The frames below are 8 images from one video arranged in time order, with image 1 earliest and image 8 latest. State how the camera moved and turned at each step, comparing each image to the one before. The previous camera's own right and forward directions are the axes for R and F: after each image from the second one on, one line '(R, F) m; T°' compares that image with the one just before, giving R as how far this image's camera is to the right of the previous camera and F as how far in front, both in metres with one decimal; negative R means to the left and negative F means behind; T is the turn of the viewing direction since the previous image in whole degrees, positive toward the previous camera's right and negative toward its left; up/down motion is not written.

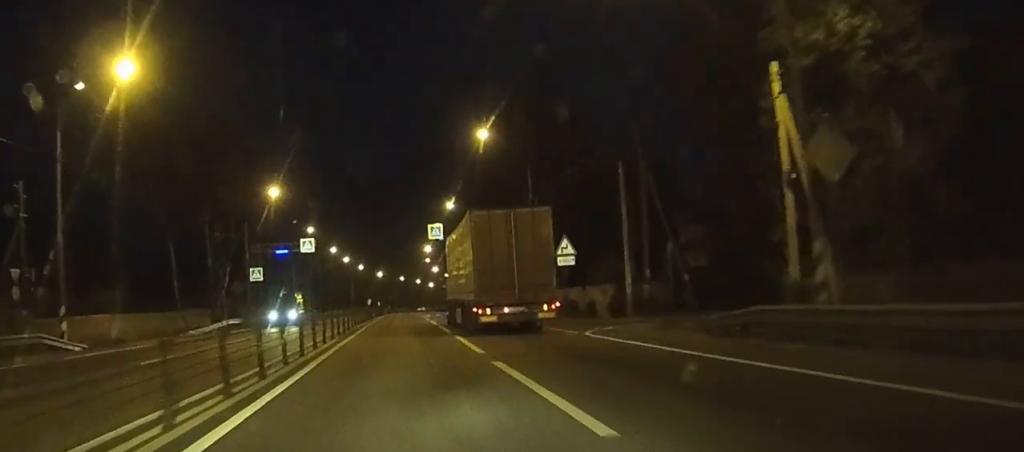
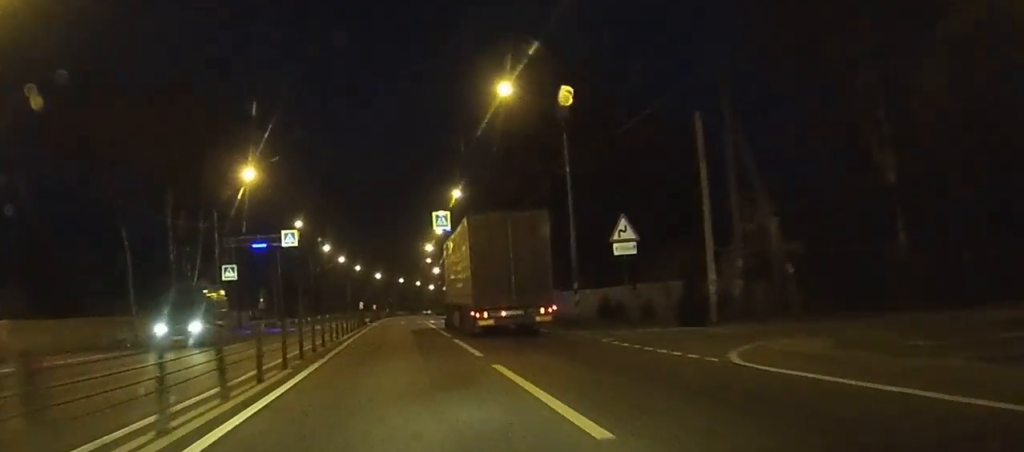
(0.0, +12.2) m; 0°
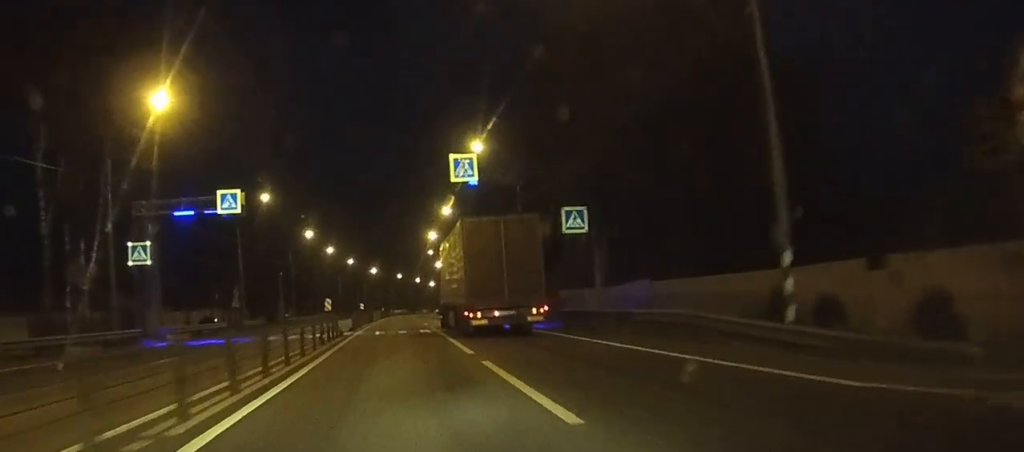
(+0.1, +23.0) m; +1°
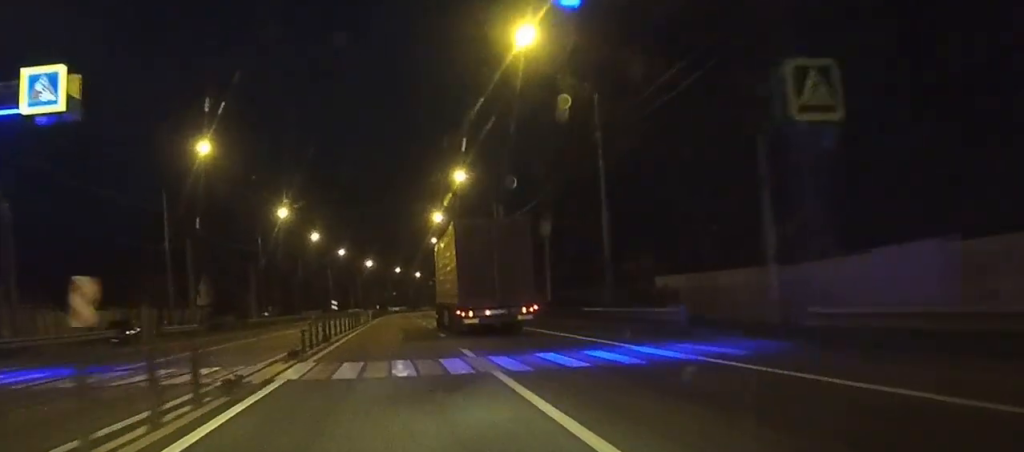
(+0.2, +22.6) m; +1°
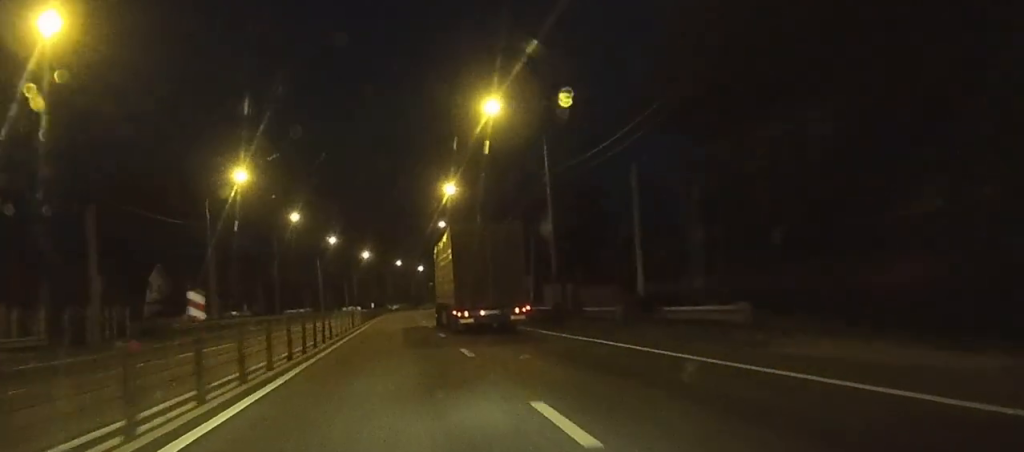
(0.0, +21.2) m; -1°
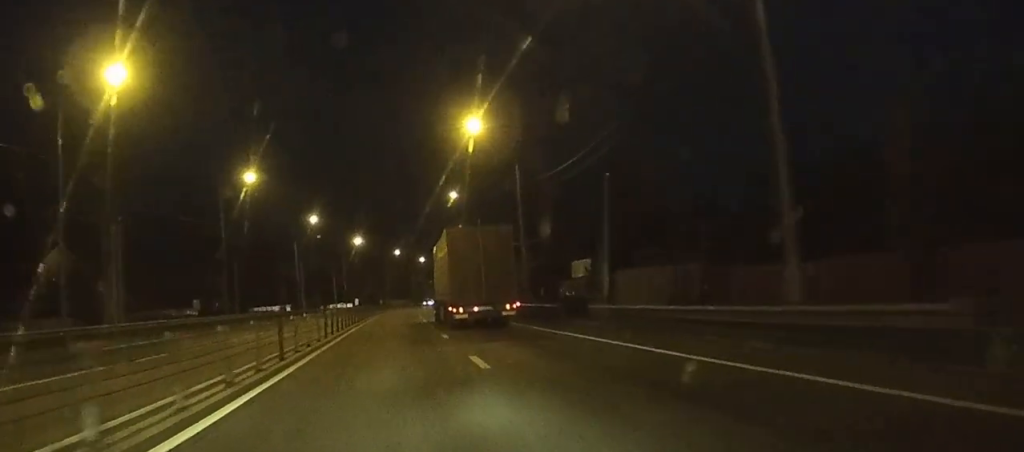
(-0.1, +28.8) m; +1°
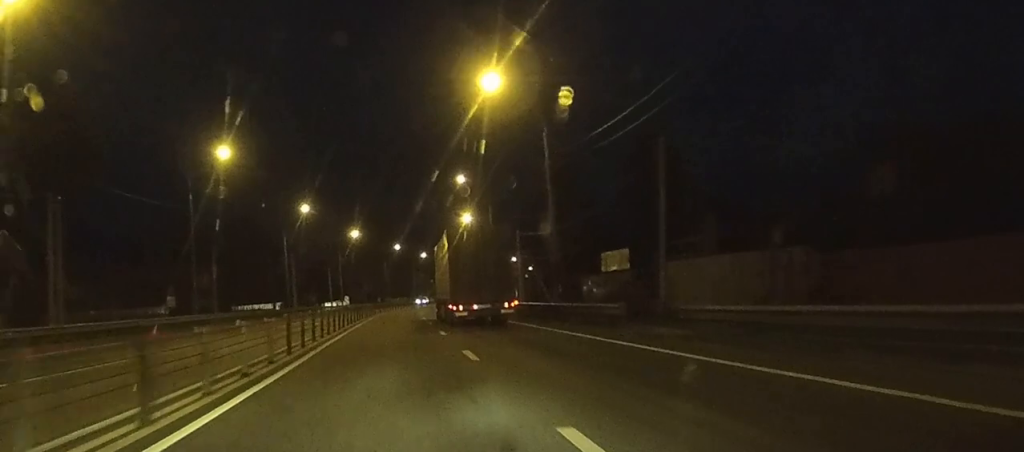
(+0.2, +12.3) m; 0°
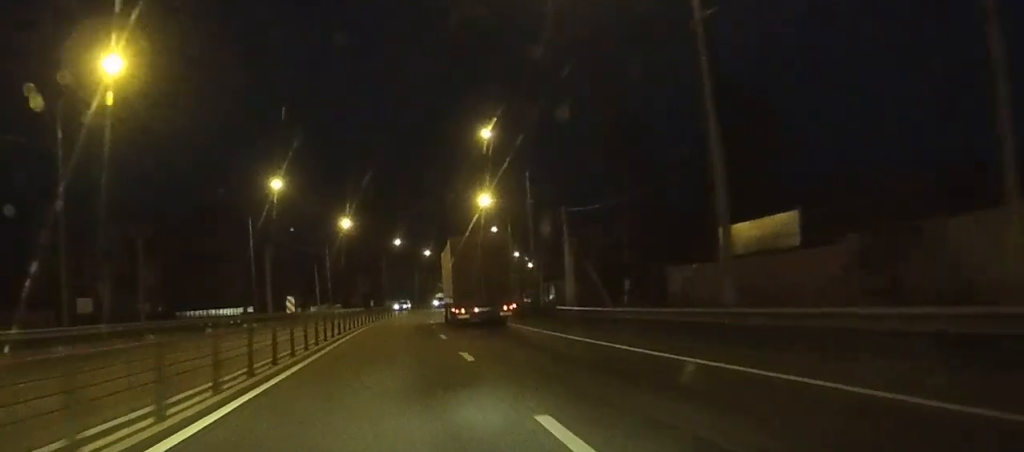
(-0.1, +26.5) m; 0°
